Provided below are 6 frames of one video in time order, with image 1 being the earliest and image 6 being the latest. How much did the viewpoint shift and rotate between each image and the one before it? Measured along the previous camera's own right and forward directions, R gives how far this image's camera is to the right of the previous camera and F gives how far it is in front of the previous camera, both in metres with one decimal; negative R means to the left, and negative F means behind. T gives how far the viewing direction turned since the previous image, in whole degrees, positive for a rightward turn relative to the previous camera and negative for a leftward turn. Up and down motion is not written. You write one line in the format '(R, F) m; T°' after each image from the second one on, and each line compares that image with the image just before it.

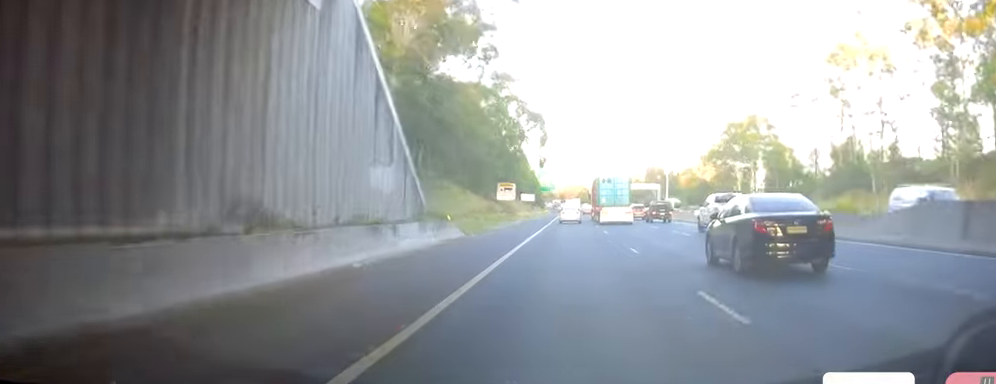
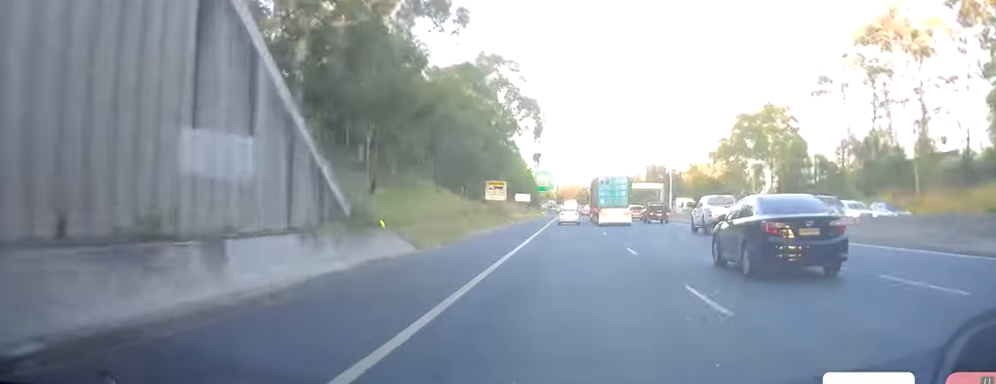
(-0.2, +11.2) m; 0°
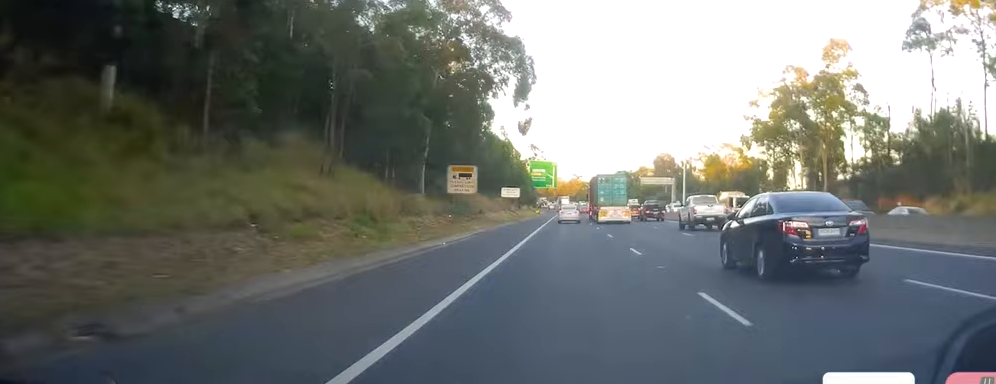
(0.0, +24.9) m; 0°
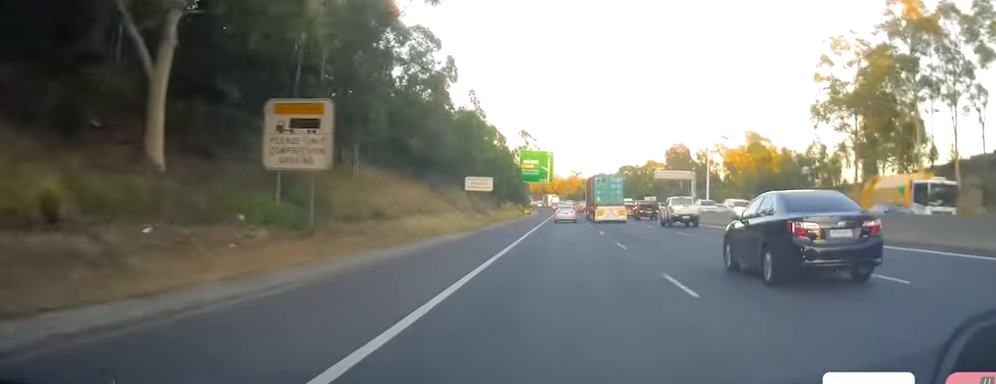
(+0.1, +33.3) m; 0°
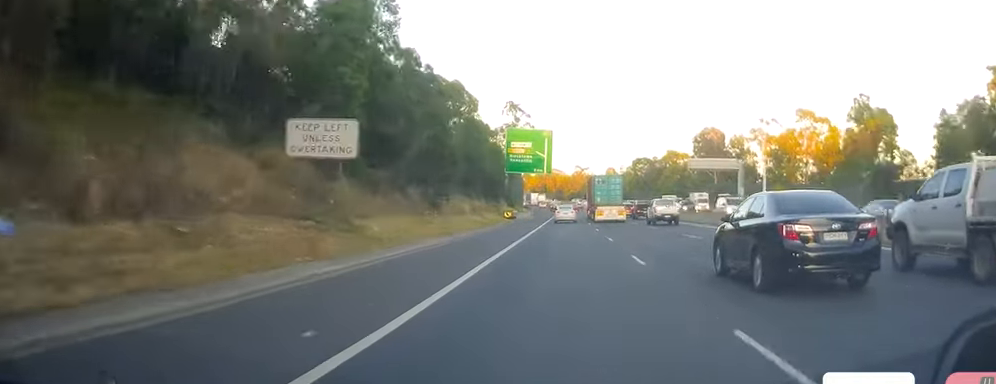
(+0.1, +41.5) m; 0°
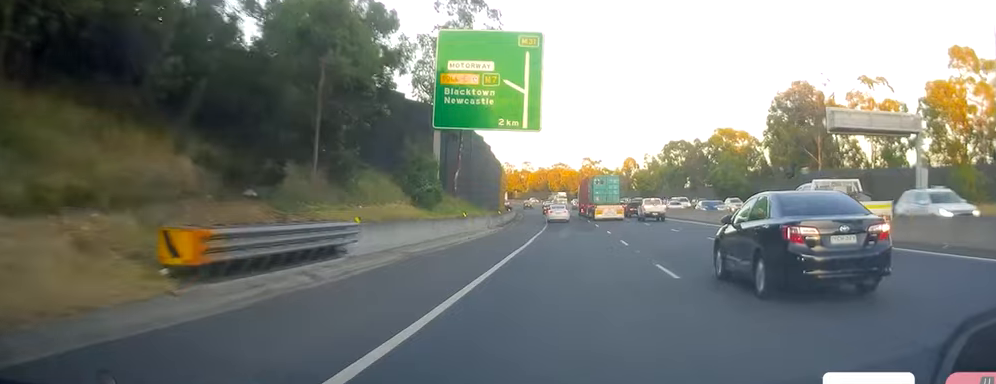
(-0.5, +62.1) m; -1°
